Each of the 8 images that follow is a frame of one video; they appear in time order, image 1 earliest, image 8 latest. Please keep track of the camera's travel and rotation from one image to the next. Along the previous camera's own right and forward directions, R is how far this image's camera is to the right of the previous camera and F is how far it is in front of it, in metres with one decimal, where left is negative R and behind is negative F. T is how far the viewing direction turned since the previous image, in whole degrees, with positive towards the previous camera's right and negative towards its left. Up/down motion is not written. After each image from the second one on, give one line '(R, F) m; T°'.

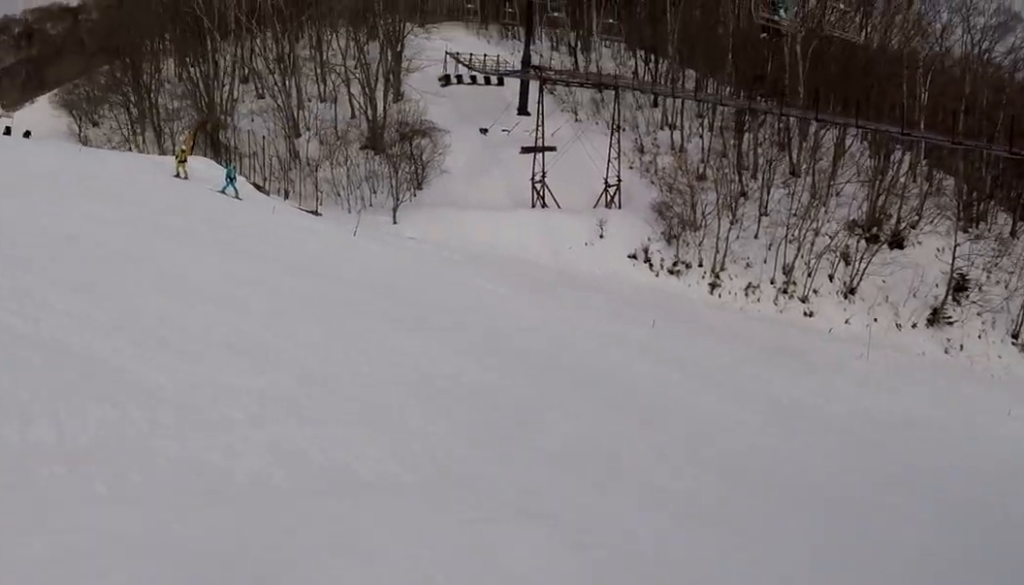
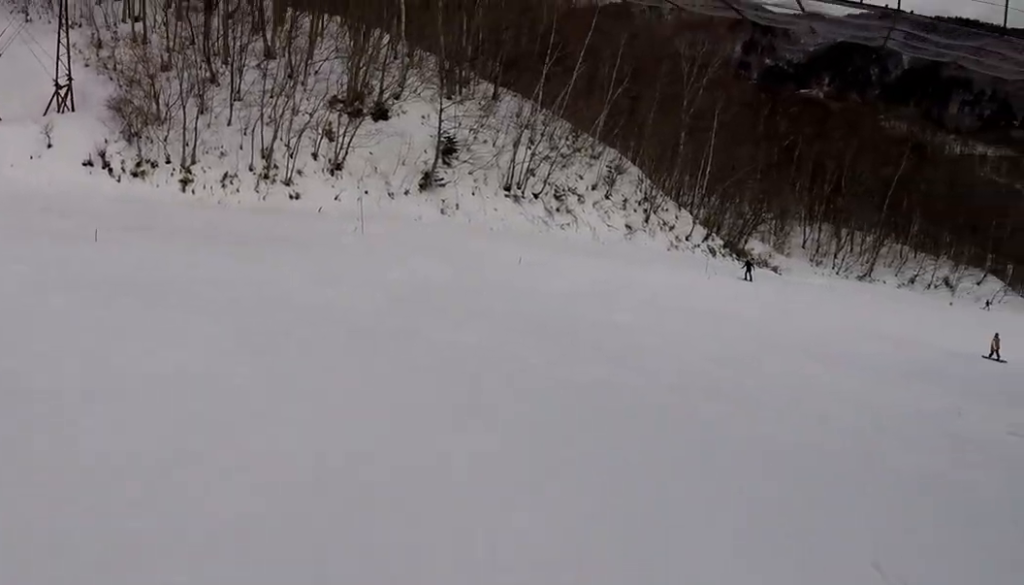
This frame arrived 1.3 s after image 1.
(+0.7, +6.0) m; -5°
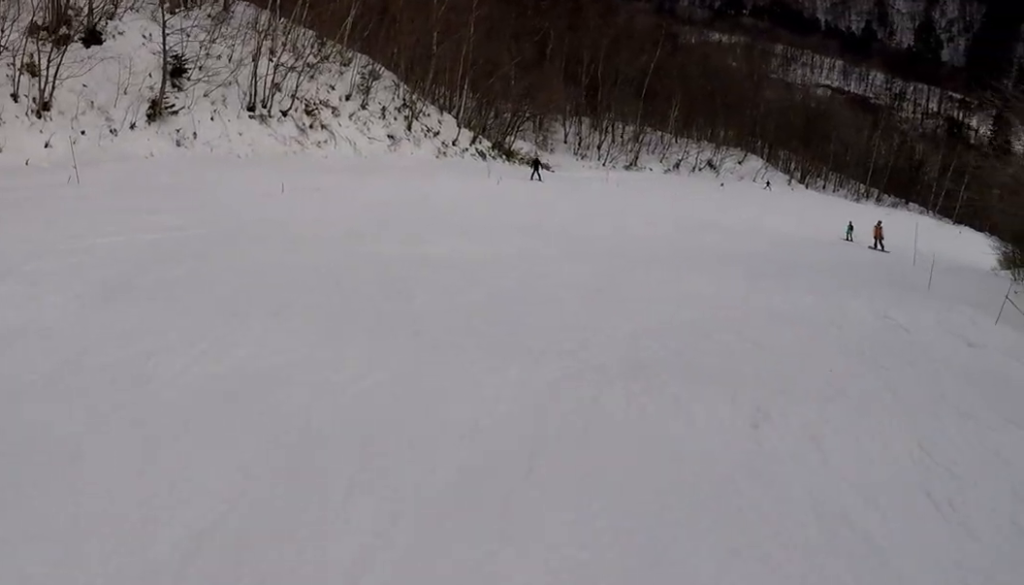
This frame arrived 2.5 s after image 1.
(-1.1, +6.3) m; +5°
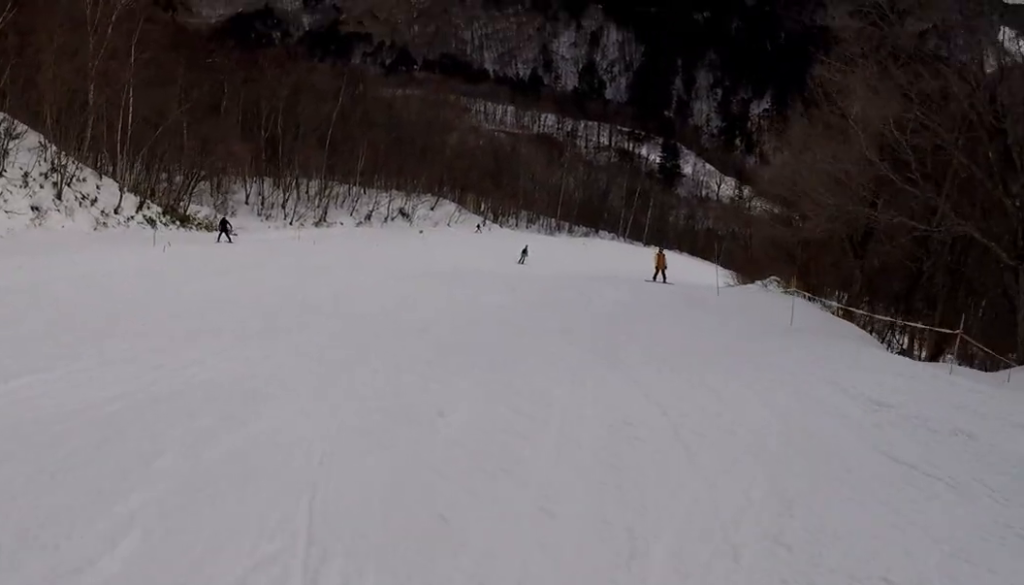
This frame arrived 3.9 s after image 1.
(+3.3, +6.7) m; +36°
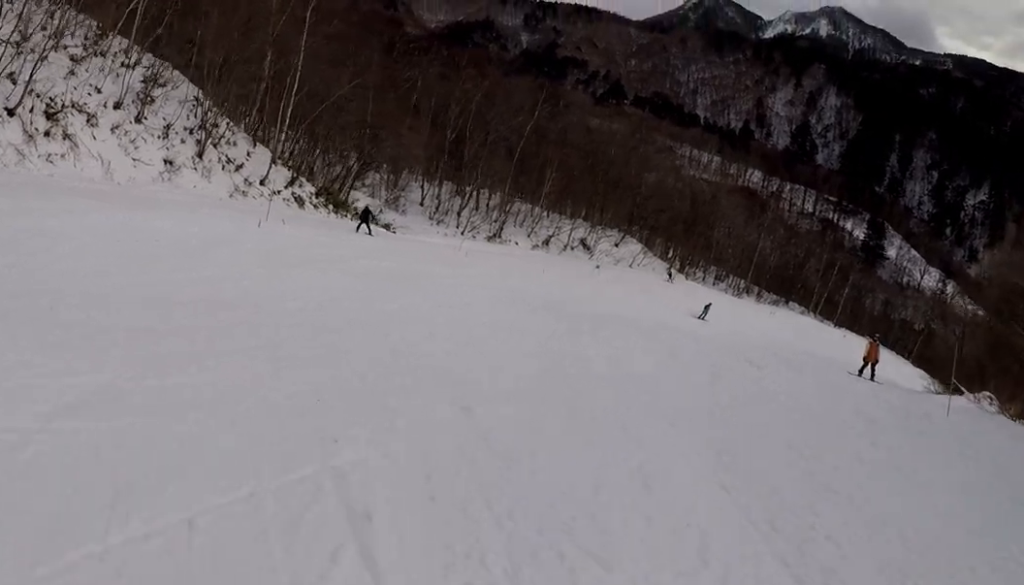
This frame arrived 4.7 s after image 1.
(-0.1, +5.2) m; -1°
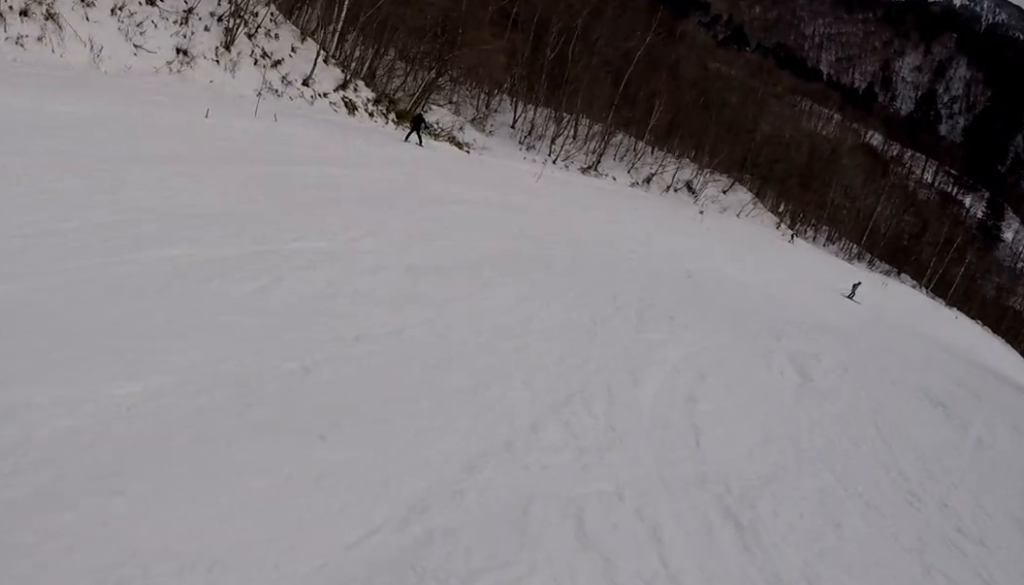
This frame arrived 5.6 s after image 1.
(-0.3, +6.6) m; -7°
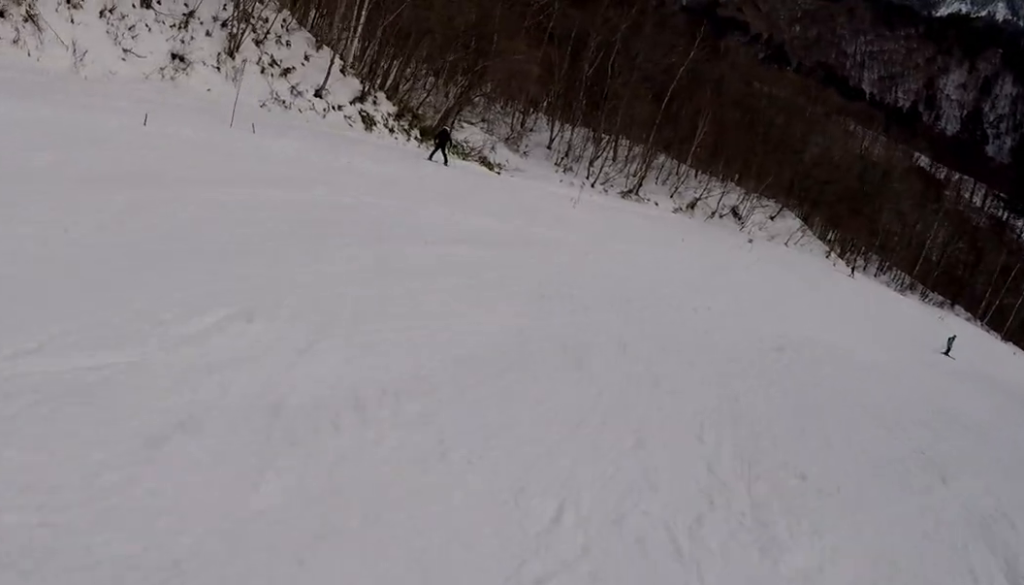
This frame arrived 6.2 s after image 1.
(+0.1, +3.9) m; -3°
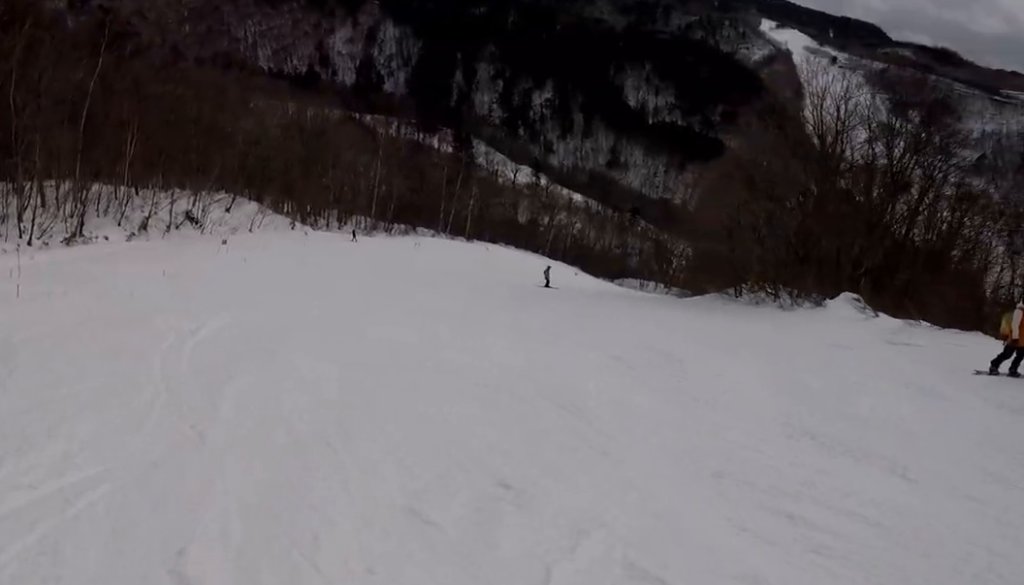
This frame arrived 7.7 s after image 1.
(+0.7, +10.1) m; +18°
